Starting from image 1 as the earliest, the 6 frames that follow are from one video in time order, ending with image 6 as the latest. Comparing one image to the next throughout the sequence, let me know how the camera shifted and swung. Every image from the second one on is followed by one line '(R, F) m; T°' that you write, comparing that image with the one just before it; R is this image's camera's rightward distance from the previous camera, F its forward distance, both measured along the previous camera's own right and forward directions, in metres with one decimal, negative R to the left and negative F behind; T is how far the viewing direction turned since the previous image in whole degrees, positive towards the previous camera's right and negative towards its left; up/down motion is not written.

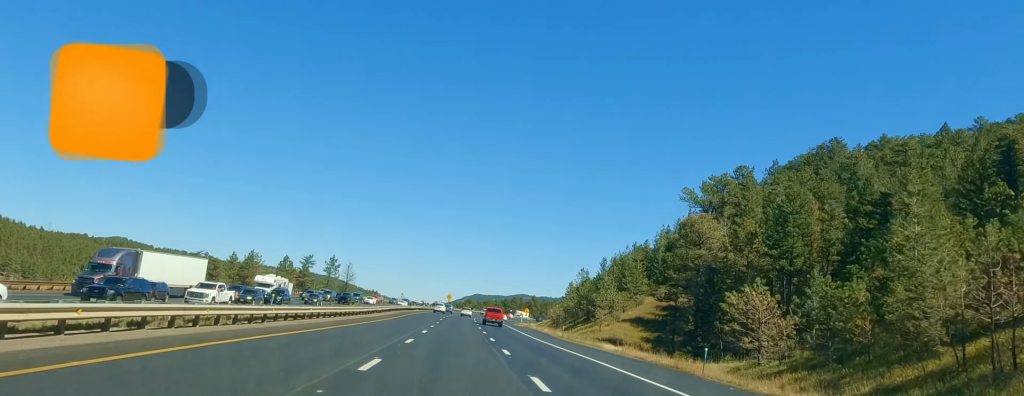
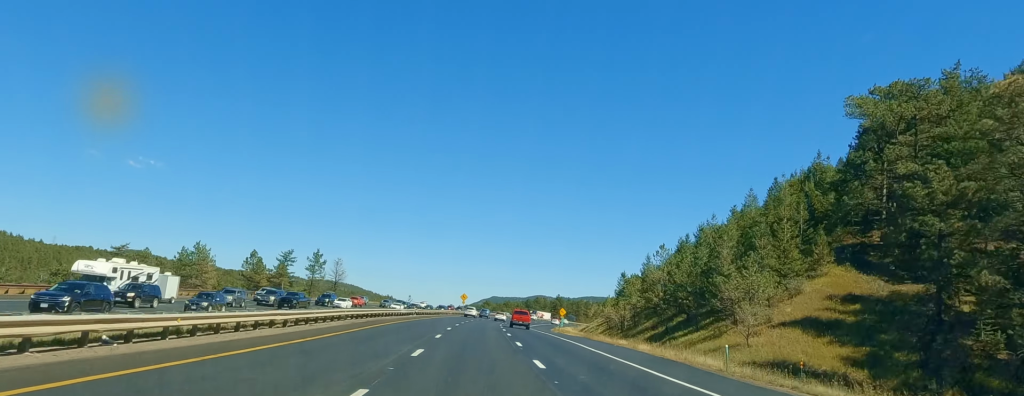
(-0.5, +41.7) m; +1°
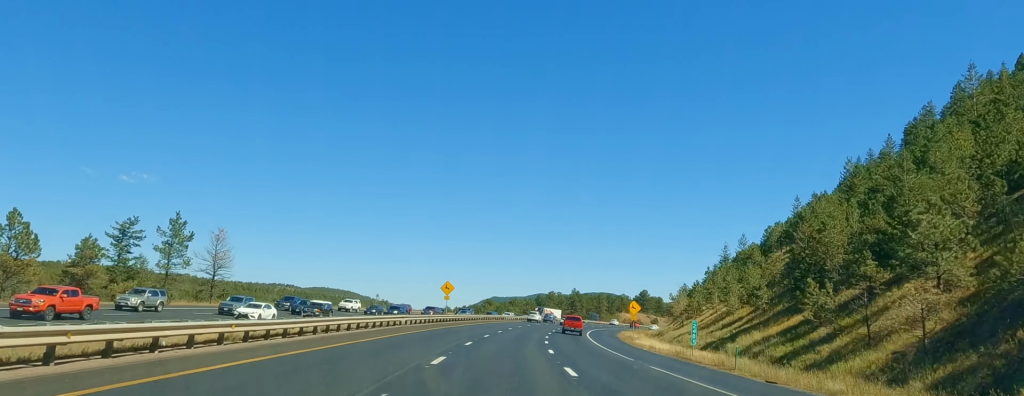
(+1.6, +73.8) m; +5°
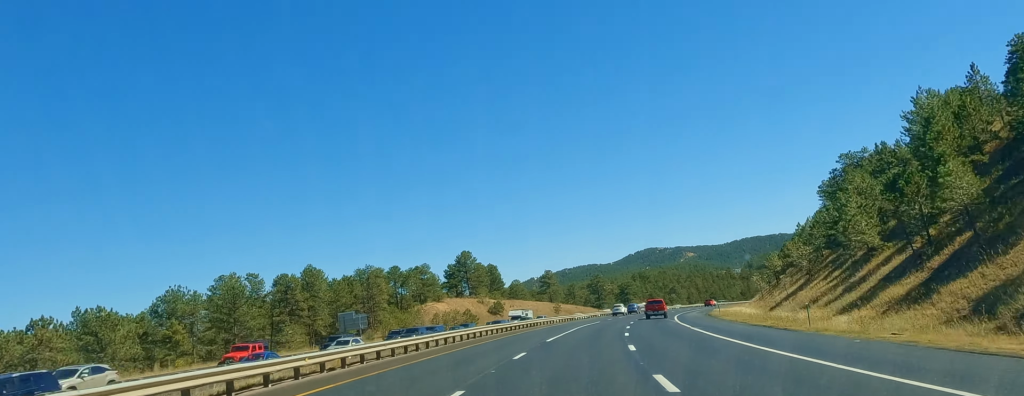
(+33.7, +197.5) m; +20°
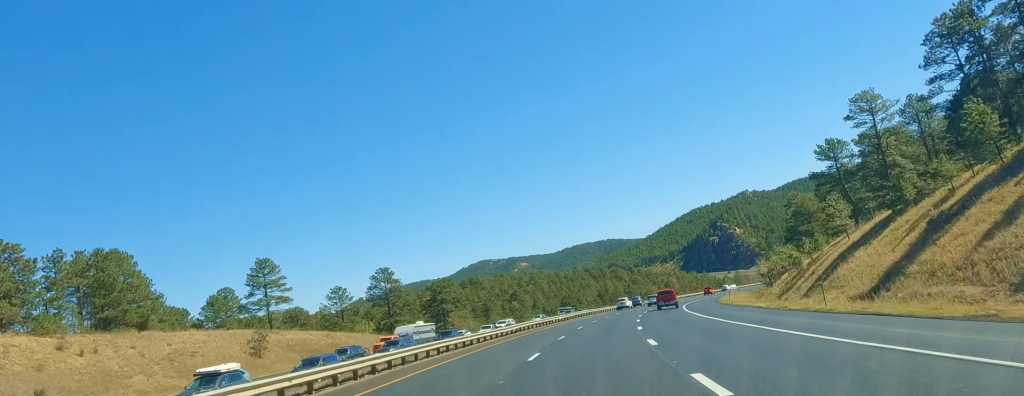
(+15.3, +120.8) m; +14°
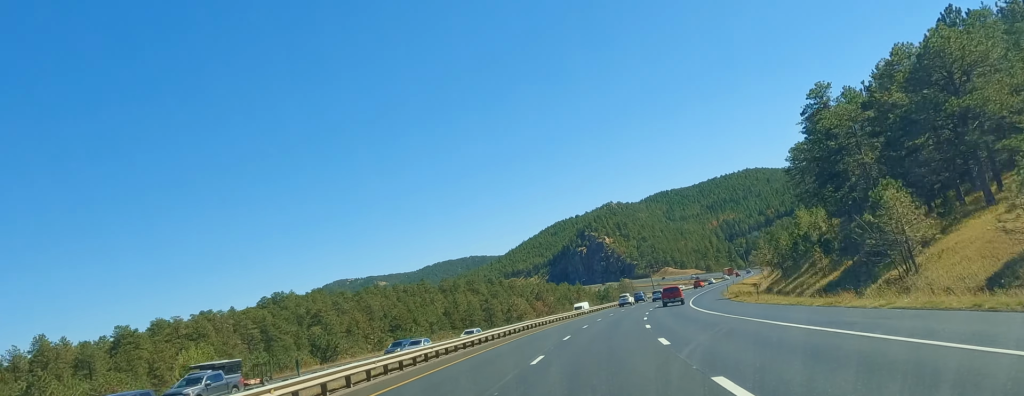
(+9.3, +98.9) m; +10°
